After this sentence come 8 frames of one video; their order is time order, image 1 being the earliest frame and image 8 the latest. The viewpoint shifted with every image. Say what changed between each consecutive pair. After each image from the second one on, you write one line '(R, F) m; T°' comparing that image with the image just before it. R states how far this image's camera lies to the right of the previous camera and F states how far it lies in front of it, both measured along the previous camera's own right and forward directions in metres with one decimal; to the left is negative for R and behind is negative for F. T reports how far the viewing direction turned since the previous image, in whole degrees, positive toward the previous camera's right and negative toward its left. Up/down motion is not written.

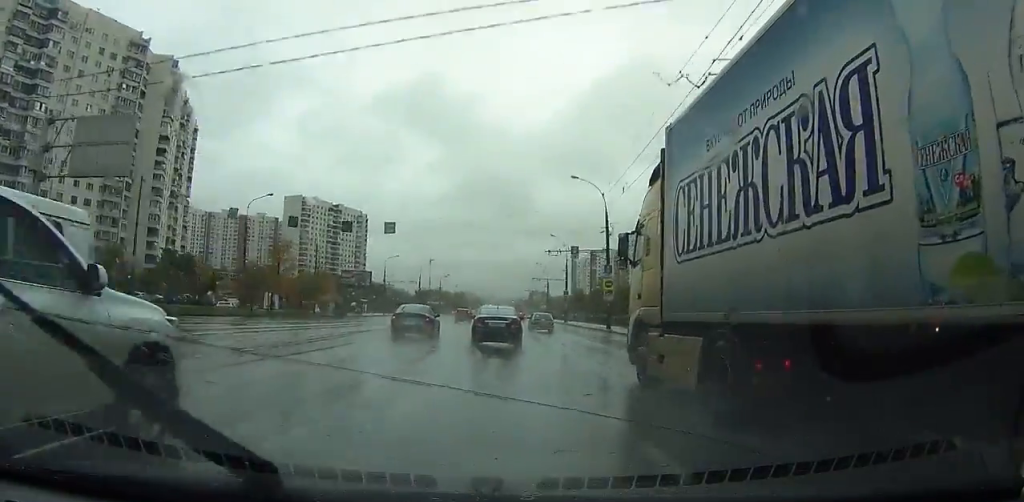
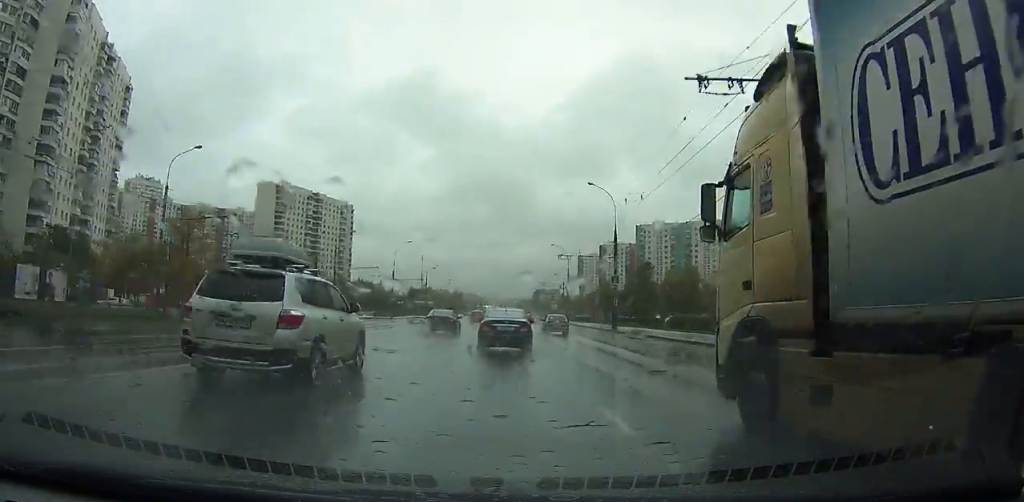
(-0.5, +35.5) m; 0°
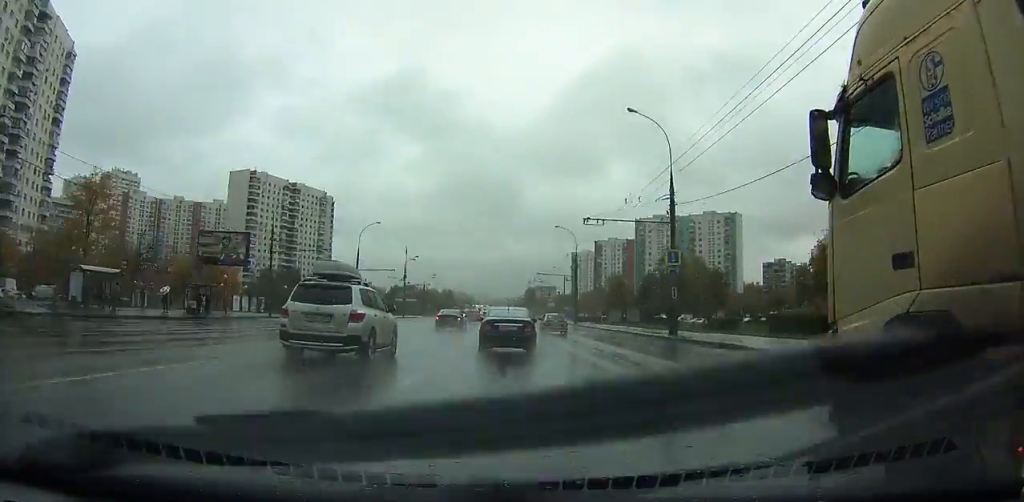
(+0.3, +19.3) m; 0°
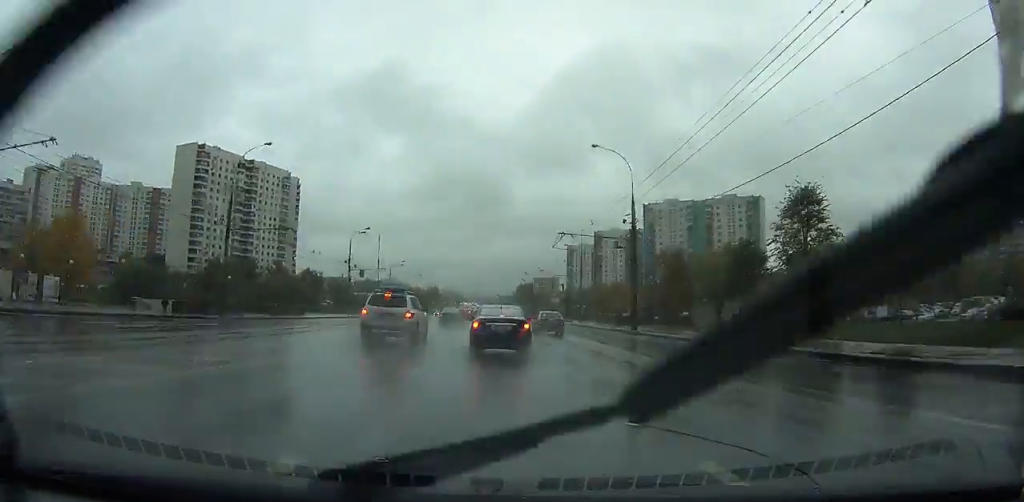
(+0.4, +36.5) m; +1°
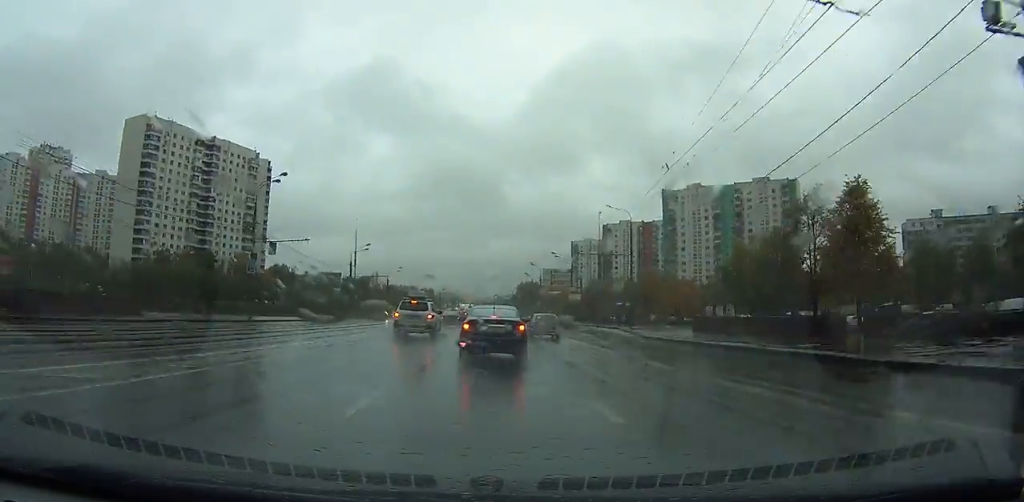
(-0.1, +33.1) m; +1°
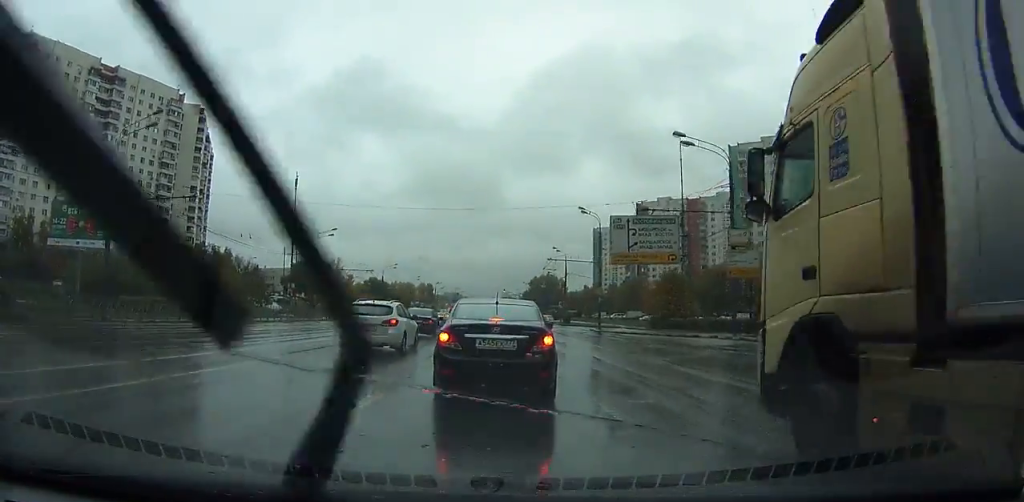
(+2.7, +74.6) m; +2°
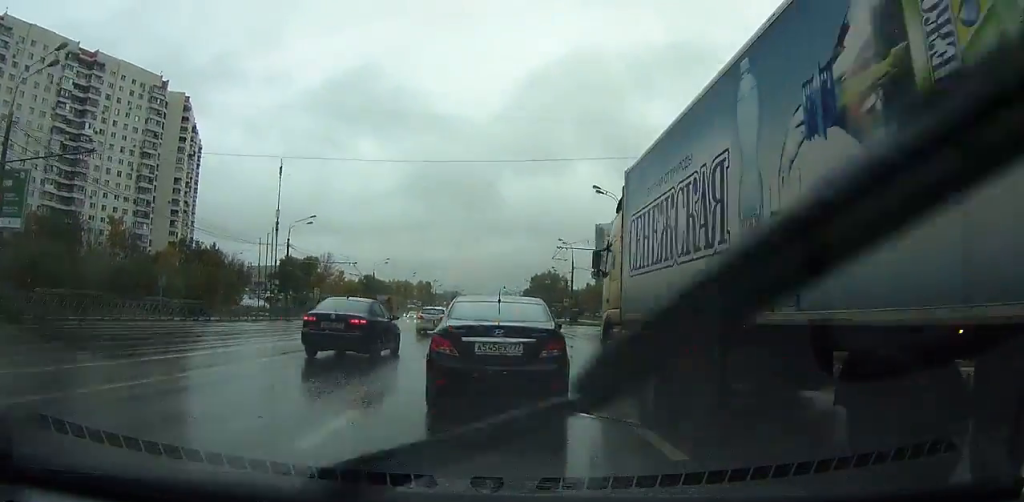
(0.0, +14.5) m; -1°
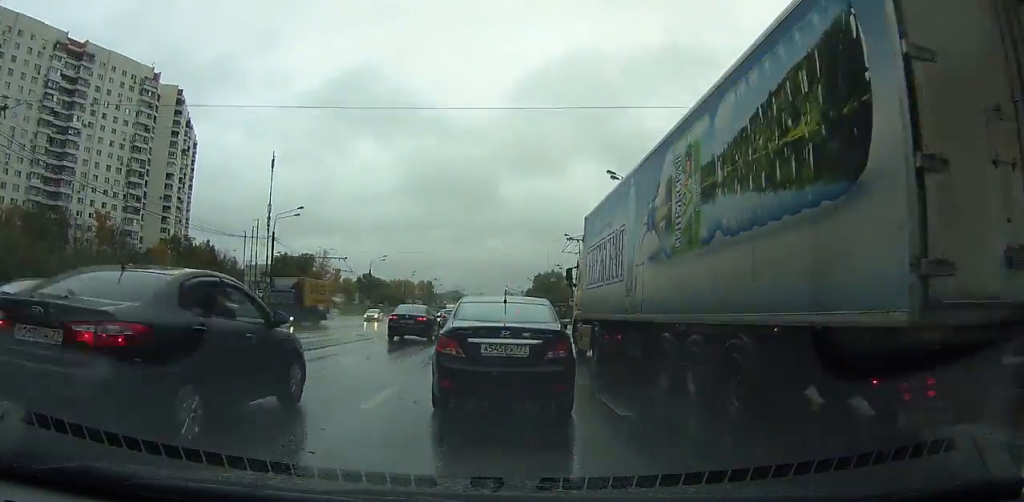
(-0.1, +9.4) m; -1°
